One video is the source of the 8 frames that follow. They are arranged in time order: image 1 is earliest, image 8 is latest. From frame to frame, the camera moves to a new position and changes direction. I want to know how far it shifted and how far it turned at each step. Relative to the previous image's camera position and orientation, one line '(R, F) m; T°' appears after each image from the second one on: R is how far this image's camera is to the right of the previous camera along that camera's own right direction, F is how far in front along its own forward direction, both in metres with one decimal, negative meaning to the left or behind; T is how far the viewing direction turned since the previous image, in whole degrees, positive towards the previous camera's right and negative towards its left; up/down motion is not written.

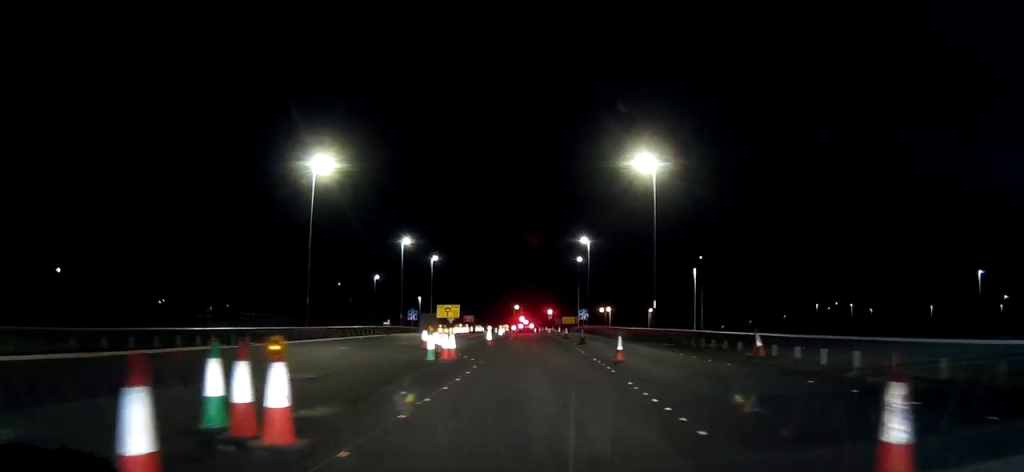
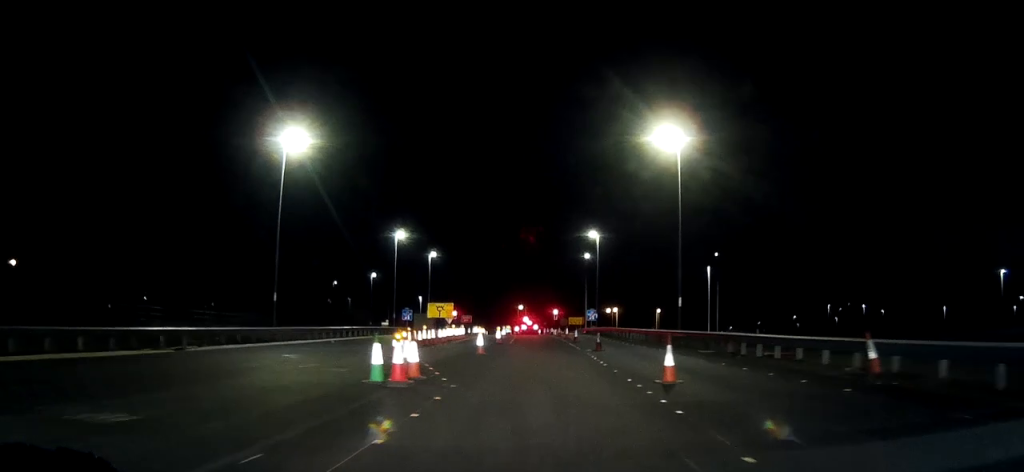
(0.0, +7.8) m; +1°
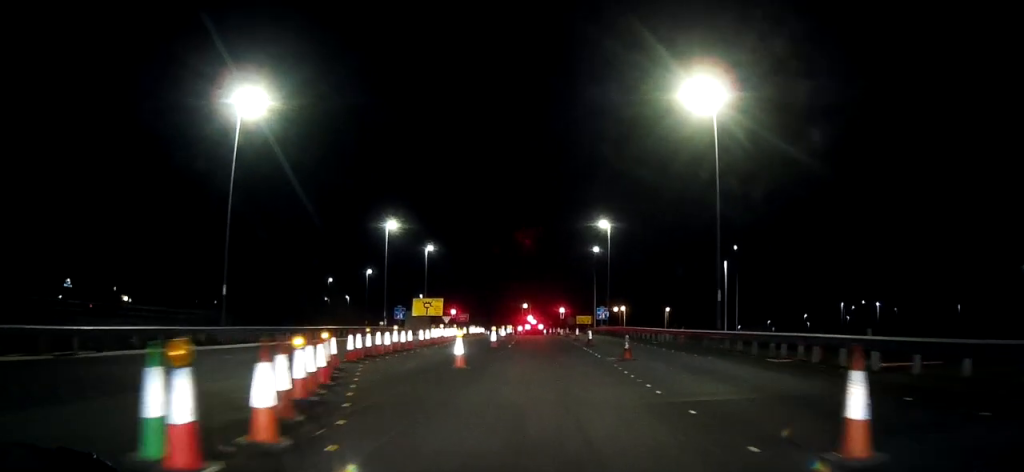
(+0.1, +8.7) m; -1°
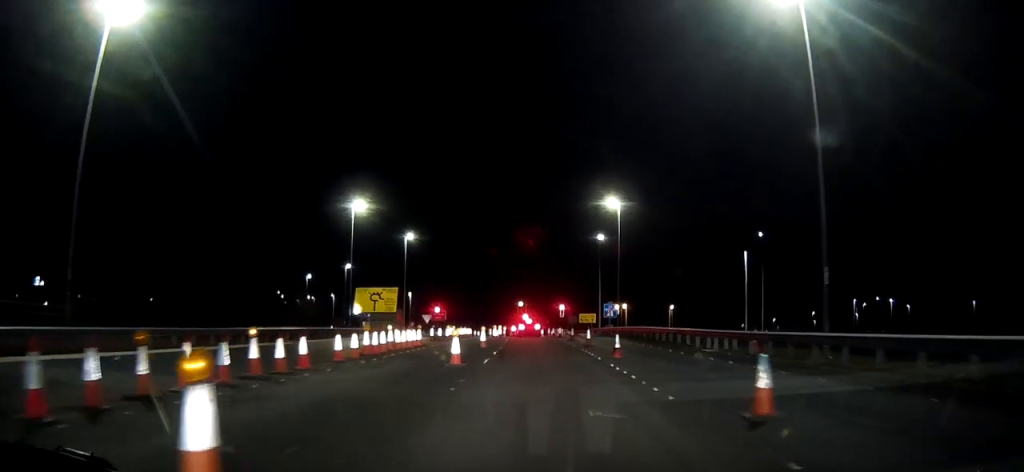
(+0.2, +14.3) m; +3°
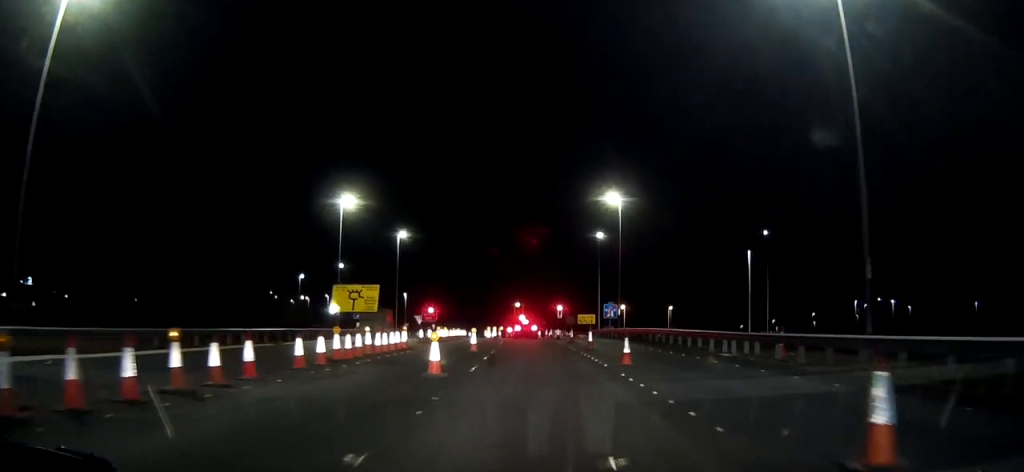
(+0.1, +3.3) m; +1°
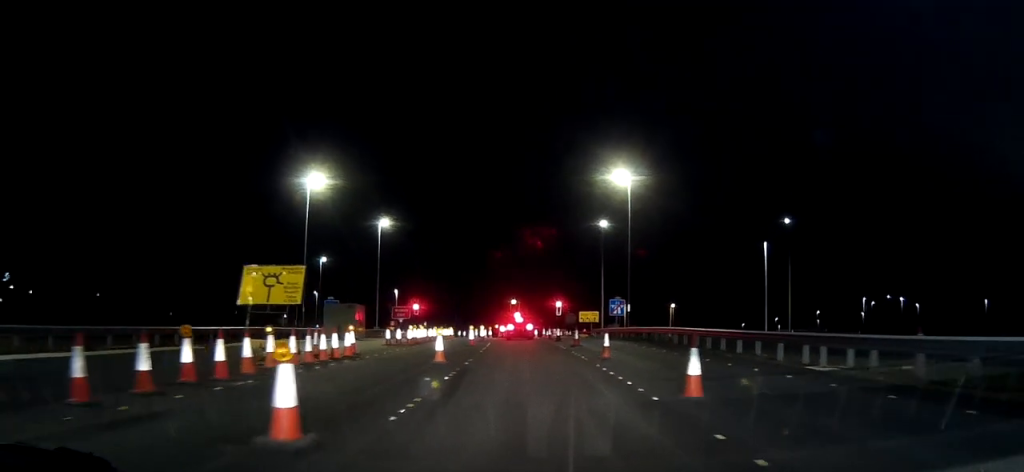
(-0.2, +9.4) m; -3°
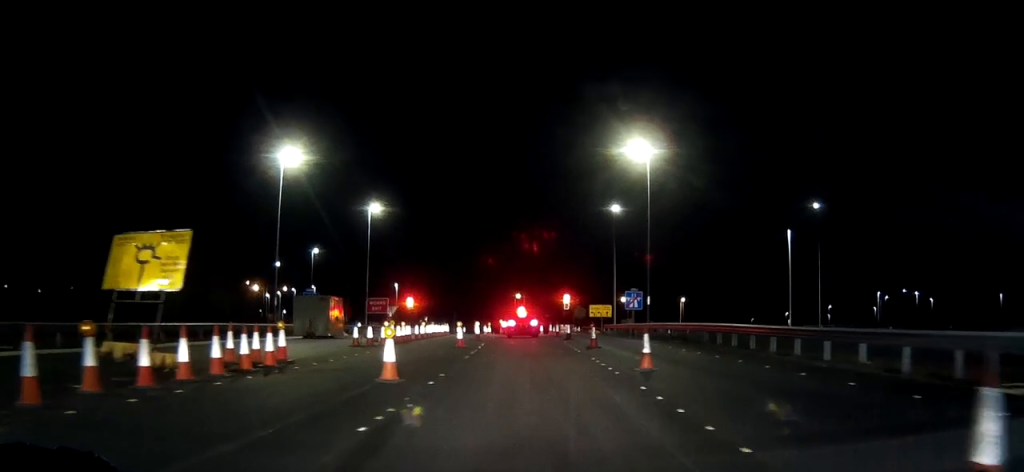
(-0.2, +7.7) m; -2°
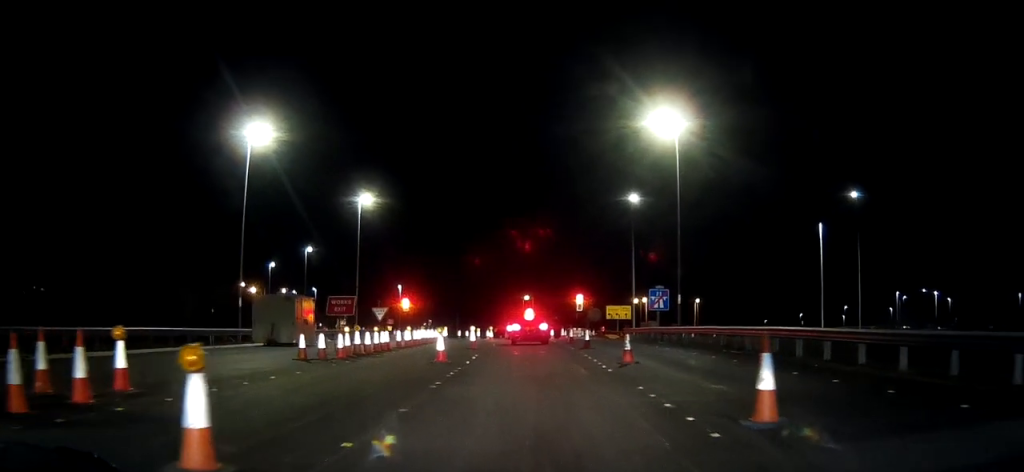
(-0.1, +8.5) m; -1°
